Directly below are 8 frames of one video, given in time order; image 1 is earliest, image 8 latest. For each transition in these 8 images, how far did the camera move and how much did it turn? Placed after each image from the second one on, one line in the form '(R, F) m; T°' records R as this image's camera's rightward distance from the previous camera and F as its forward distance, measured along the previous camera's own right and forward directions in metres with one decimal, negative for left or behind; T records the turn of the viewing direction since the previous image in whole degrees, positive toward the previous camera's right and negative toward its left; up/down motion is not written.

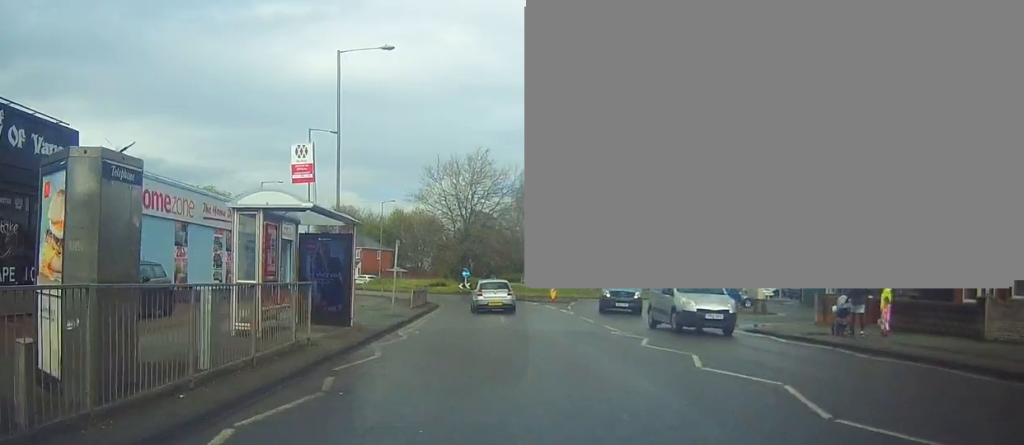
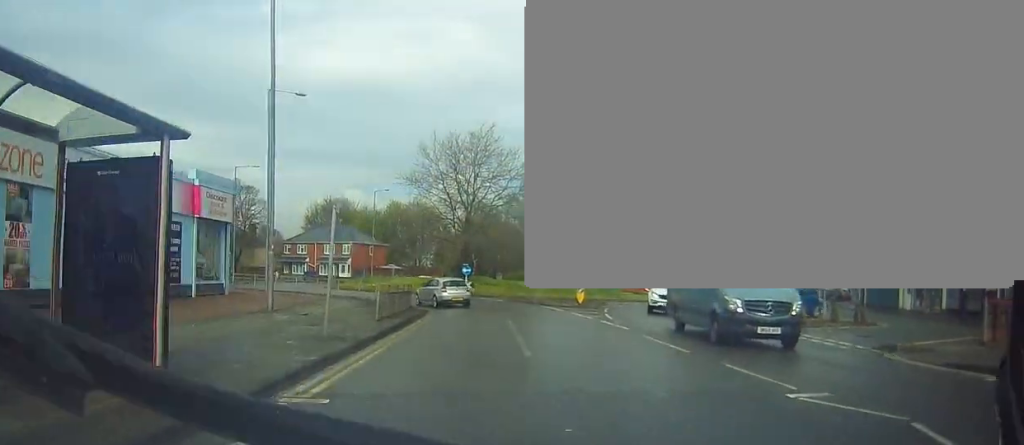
(0.0, +10.0) m; 0°
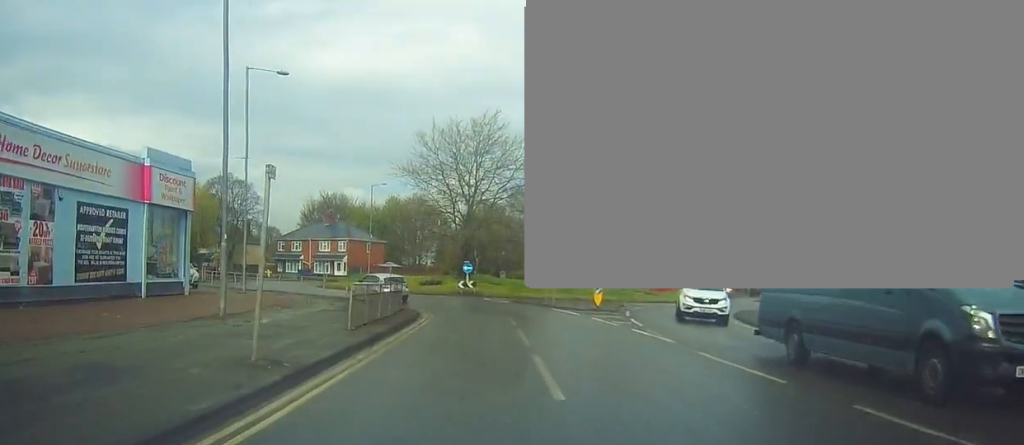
(0.0, +4.2) m; 0°
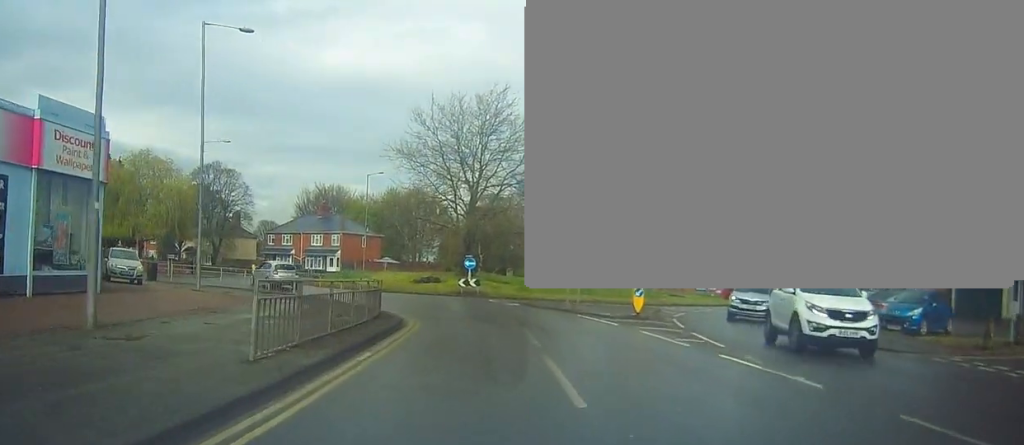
(0.0, +6.7) m; 0°
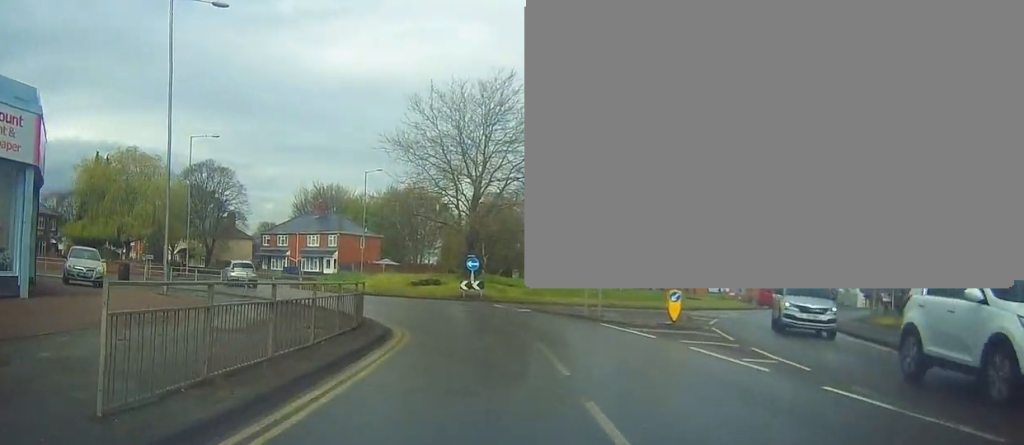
(0.0, +3.8) m; -2°
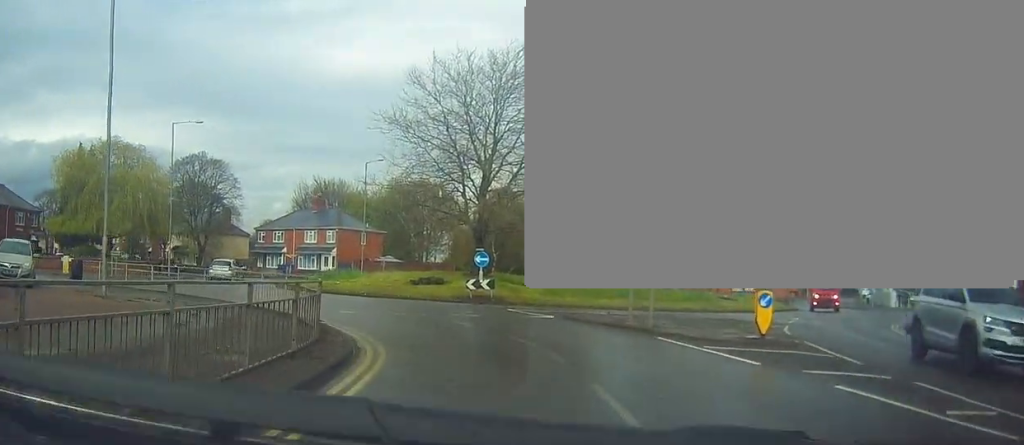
(-0.2, +5.5) m; -4°
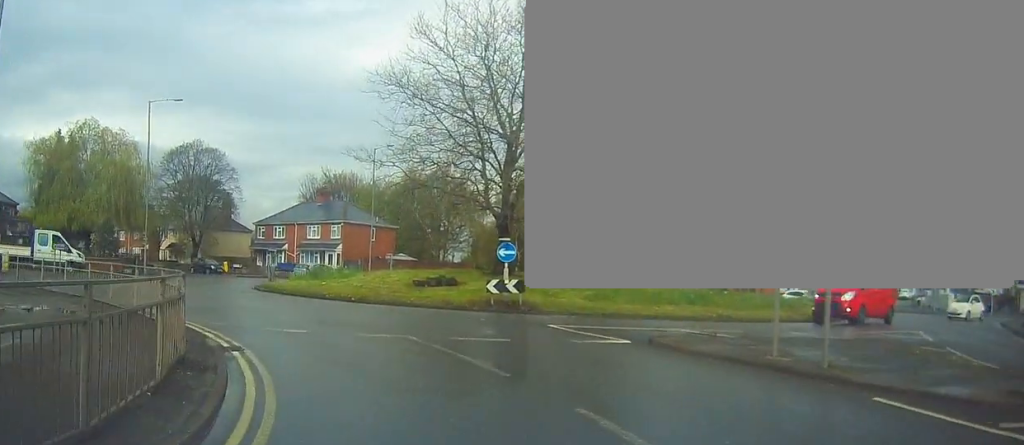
(0.0, +7.5) m; +3°
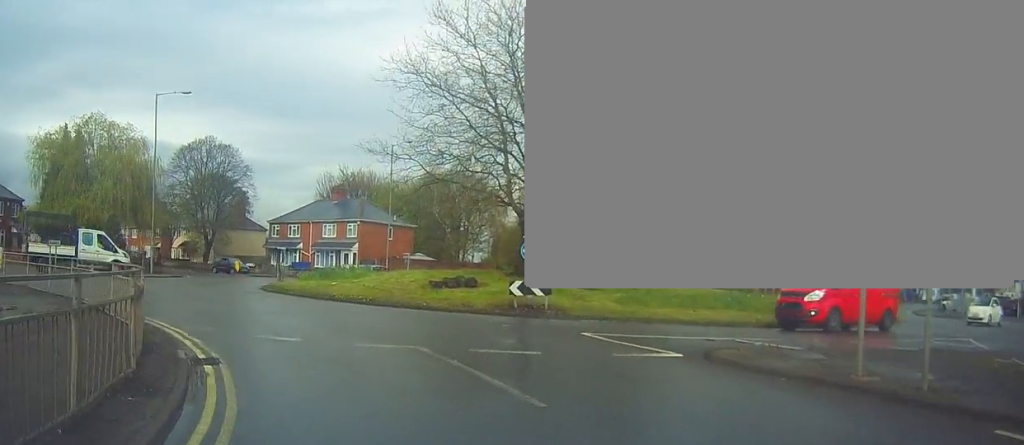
(+0.2, +1.9) m; -1°
